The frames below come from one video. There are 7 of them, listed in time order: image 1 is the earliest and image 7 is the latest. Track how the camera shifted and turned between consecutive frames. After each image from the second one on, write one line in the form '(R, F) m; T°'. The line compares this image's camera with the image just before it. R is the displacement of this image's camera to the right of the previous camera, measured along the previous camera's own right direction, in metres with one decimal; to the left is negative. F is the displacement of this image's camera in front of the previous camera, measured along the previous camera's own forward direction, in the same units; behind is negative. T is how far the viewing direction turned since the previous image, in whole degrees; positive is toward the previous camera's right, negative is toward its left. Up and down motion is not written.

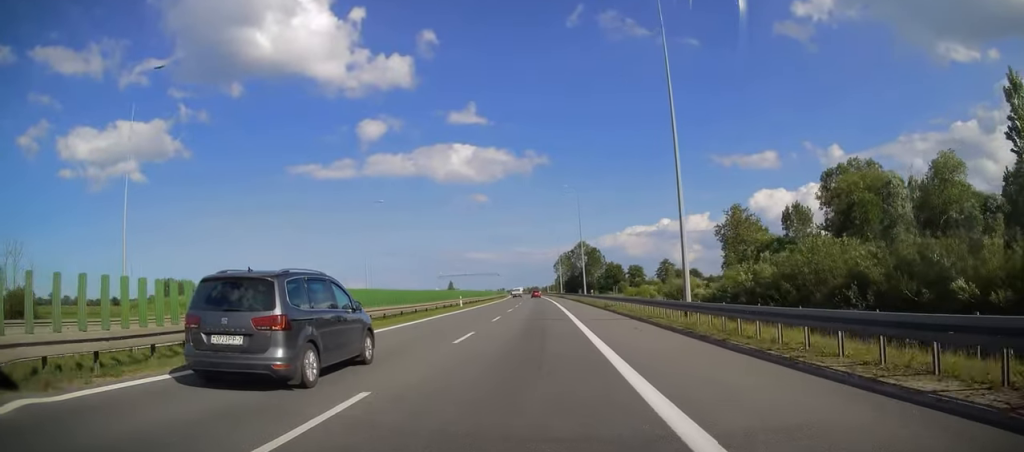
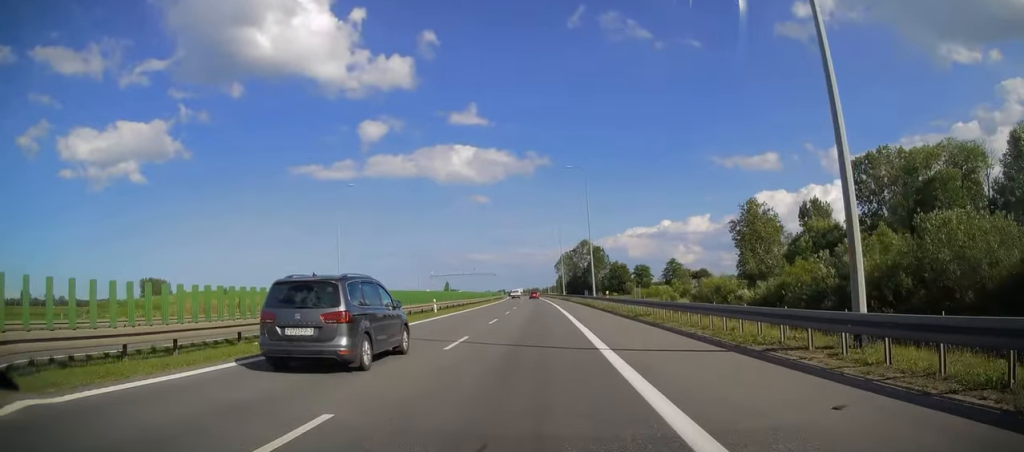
(-0.2, +13.4) m; 0°
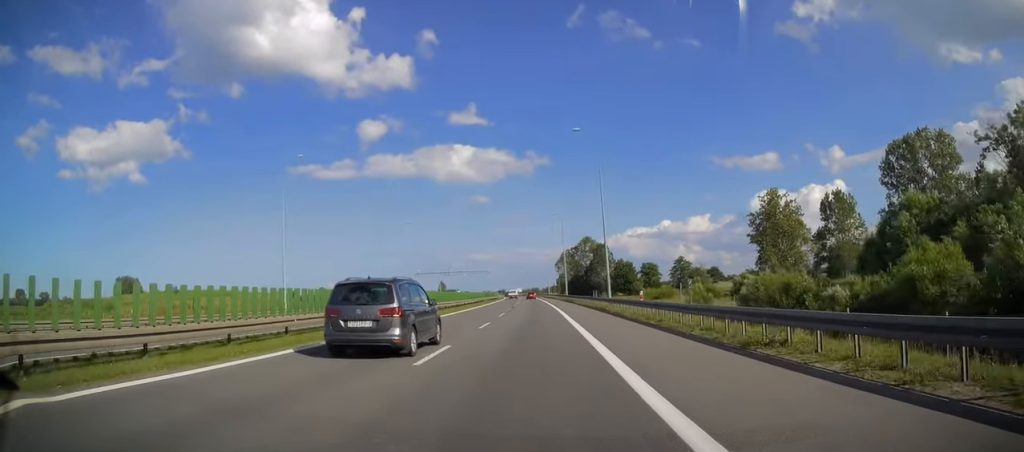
(-0.1, +15.2) m; 0°
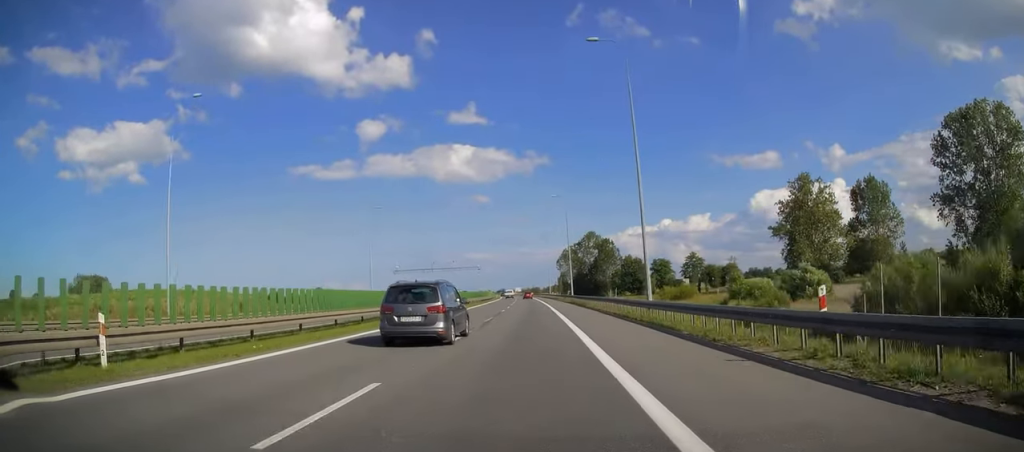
(0.0, +18.3) m; 0°
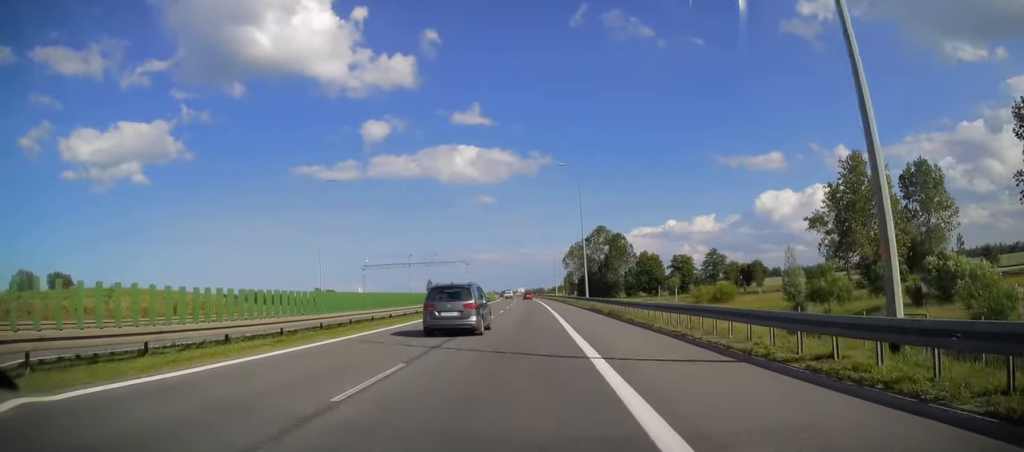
(0.0, +21.4) m; -1°
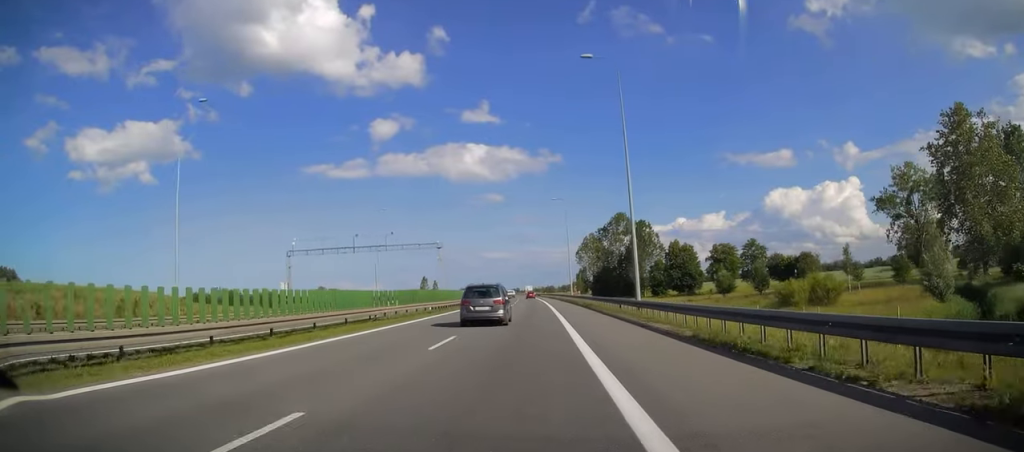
(-0.3, +28.9) m; -1°
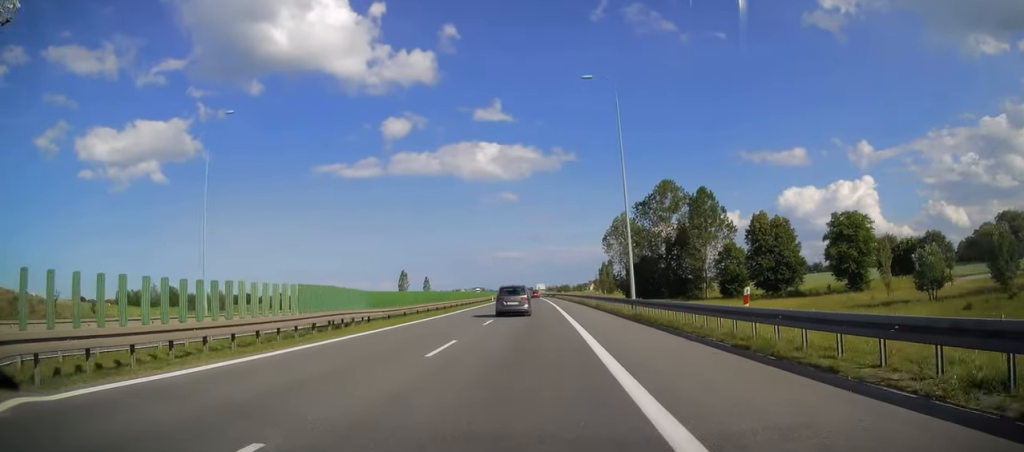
(-0.3, +49.4) m; -1°
